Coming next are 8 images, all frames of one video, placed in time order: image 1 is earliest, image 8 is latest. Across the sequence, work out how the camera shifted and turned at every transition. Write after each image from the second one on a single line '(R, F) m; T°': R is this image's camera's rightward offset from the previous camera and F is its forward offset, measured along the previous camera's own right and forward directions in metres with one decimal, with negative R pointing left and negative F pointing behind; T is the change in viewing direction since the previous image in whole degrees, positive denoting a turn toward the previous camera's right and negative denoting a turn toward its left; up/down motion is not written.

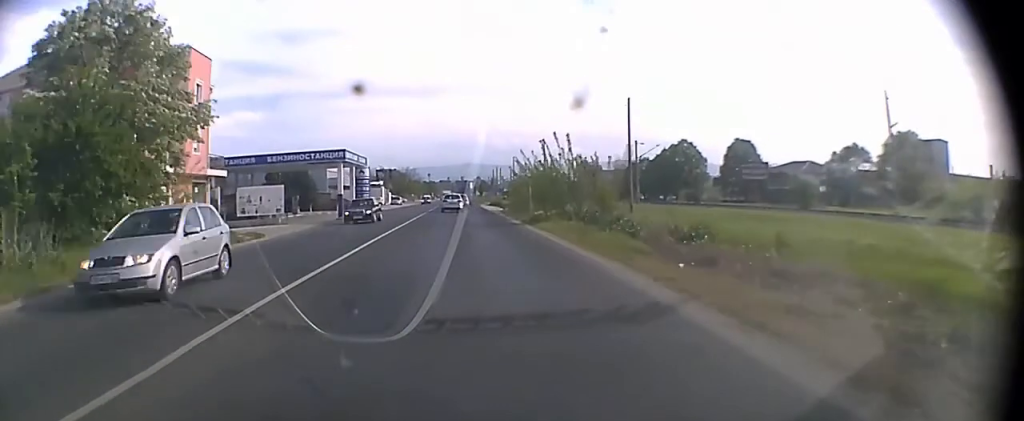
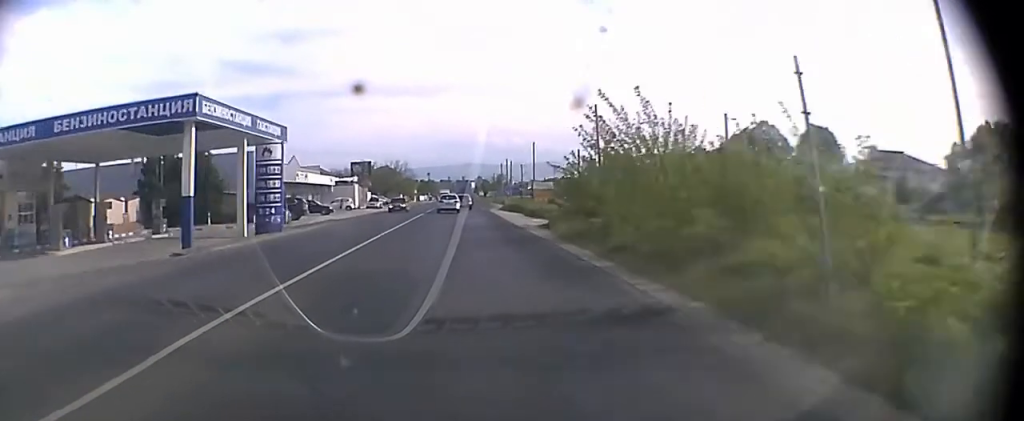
(+0.1, +32.0) m; 0°
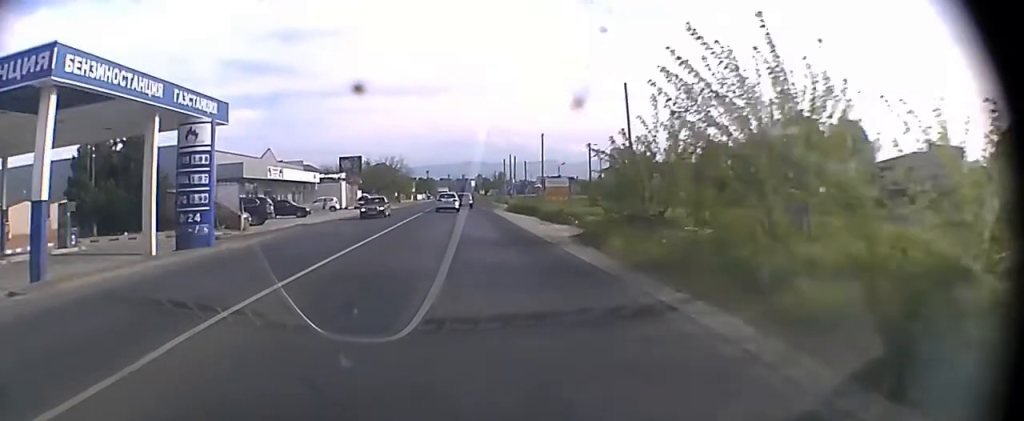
(0.0, +9.6) m; 0°
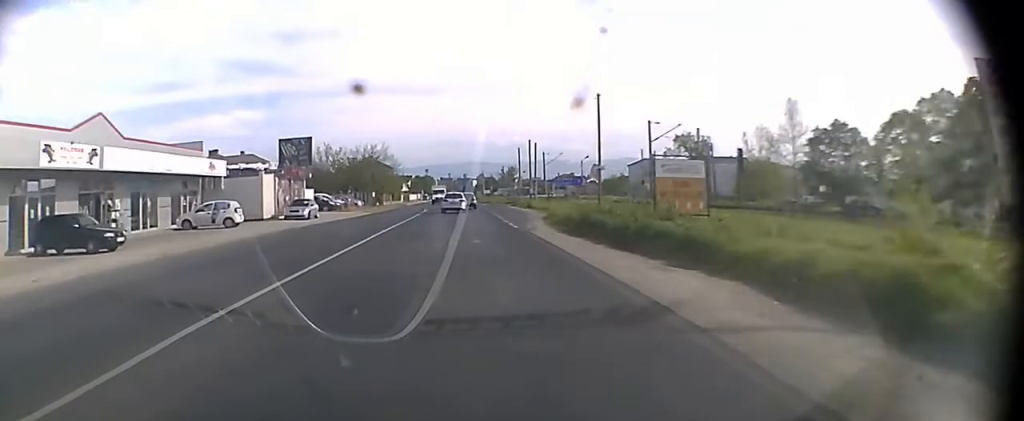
(0.0, +32.1) m; 0°
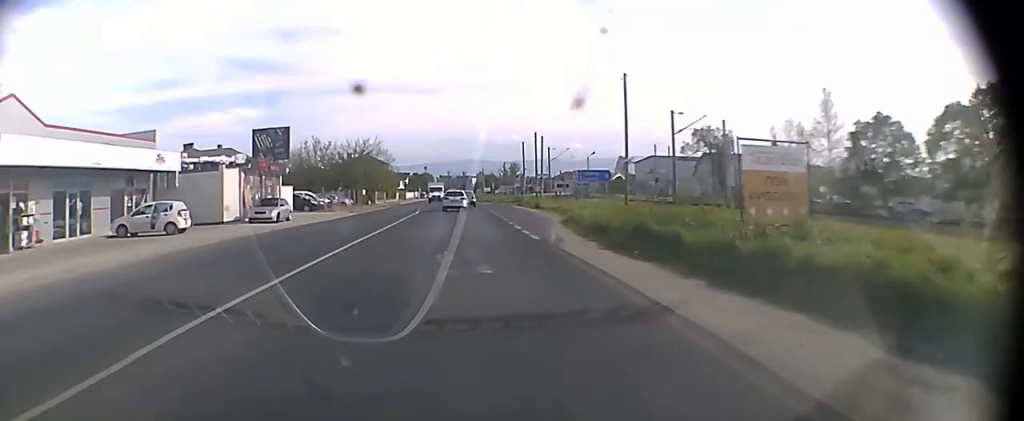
(0.0, +8.0) m; 0°
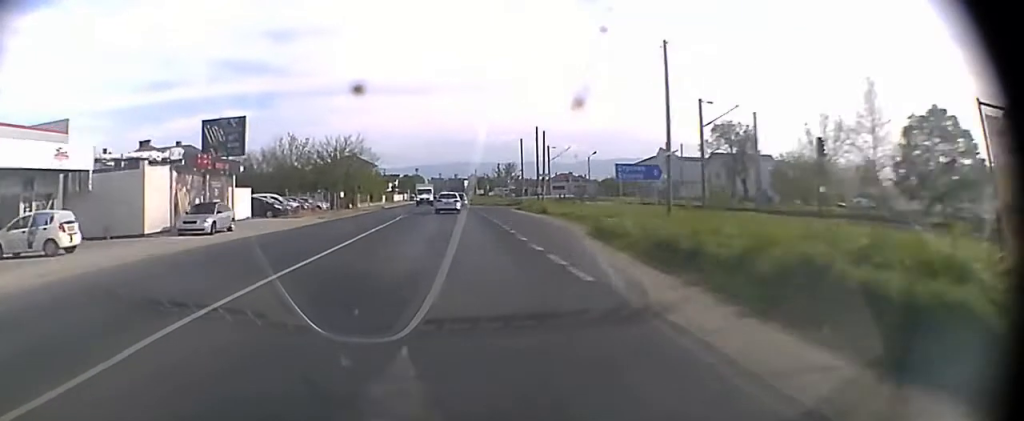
(0.0, +9.6) m; 0°
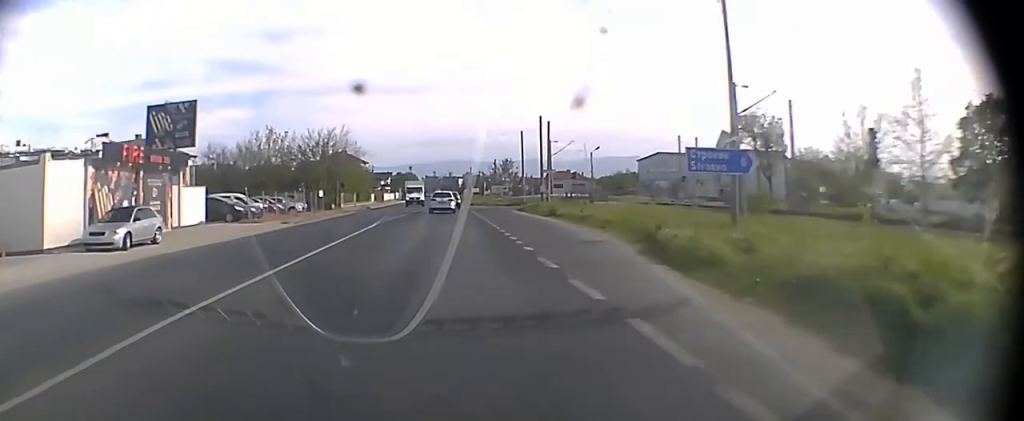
(+0.1, +8.0) m; 0°
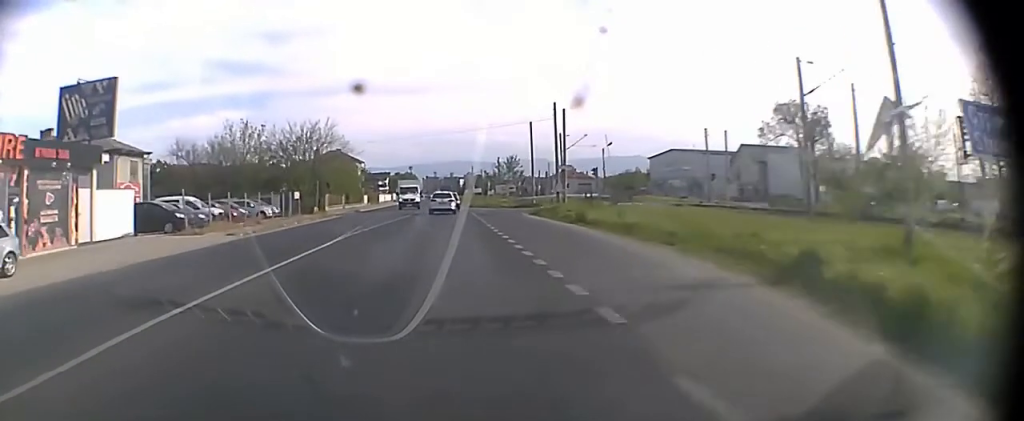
(0.0, +9.5) m; 0°
